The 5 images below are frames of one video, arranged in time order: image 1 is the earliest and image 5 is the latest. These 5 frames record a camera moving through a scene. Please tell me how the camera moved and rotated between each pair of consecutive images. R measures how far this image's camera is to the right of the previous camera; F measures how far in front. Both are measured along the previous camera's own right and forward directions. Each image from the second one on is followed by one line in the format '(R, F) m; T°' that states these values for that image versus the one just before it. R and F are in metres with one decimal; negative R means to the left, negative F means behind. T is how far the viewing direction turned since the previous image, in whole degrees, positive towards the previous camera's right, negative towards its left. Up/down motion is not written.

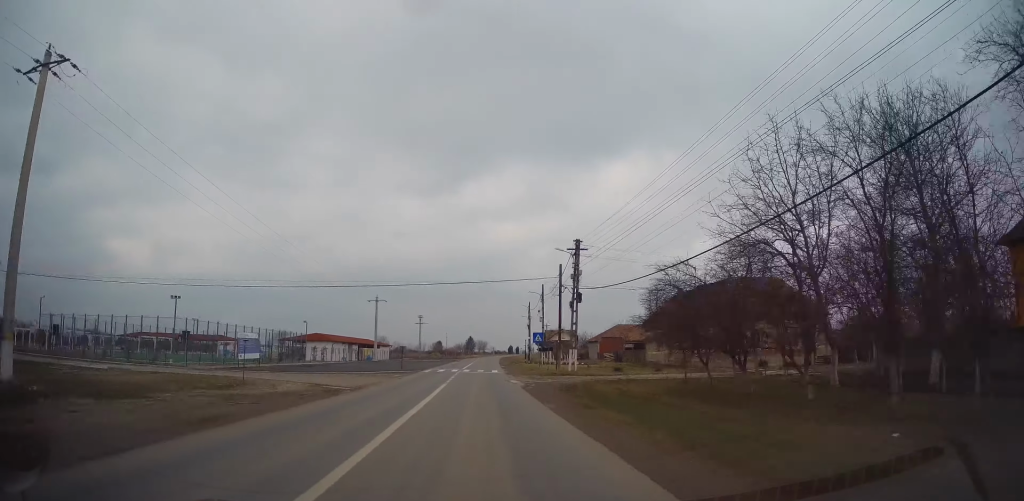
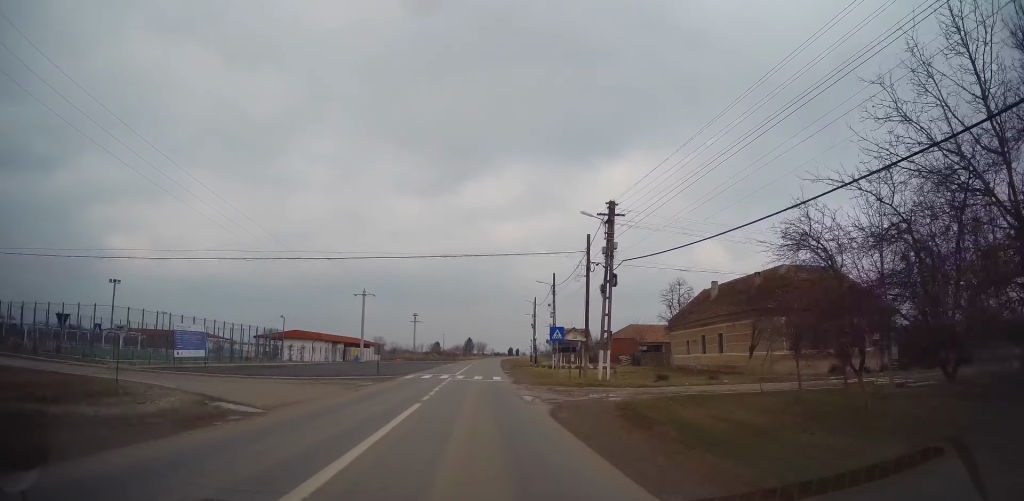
(0.0, +9.4) m; +2°
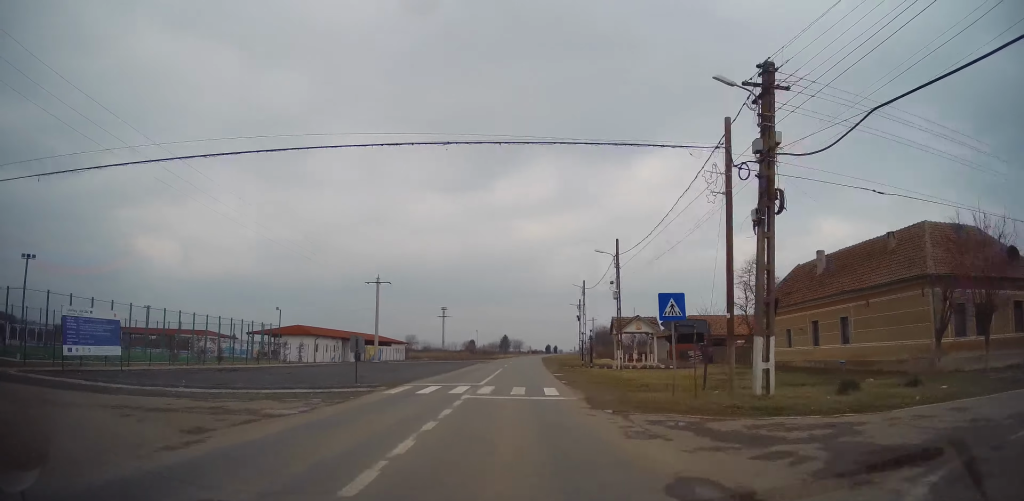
(0.0, +13.2) m; -9°
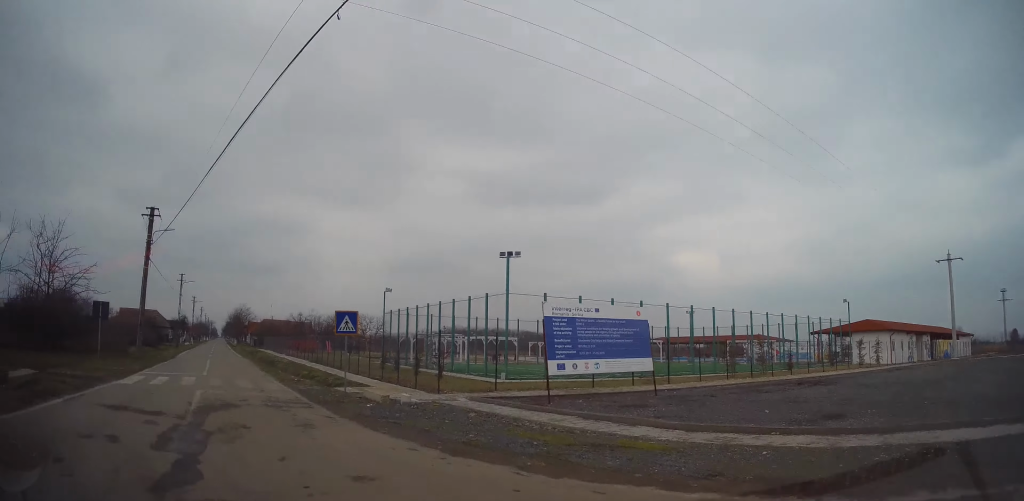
(-3.5, +10.4) m; -47°
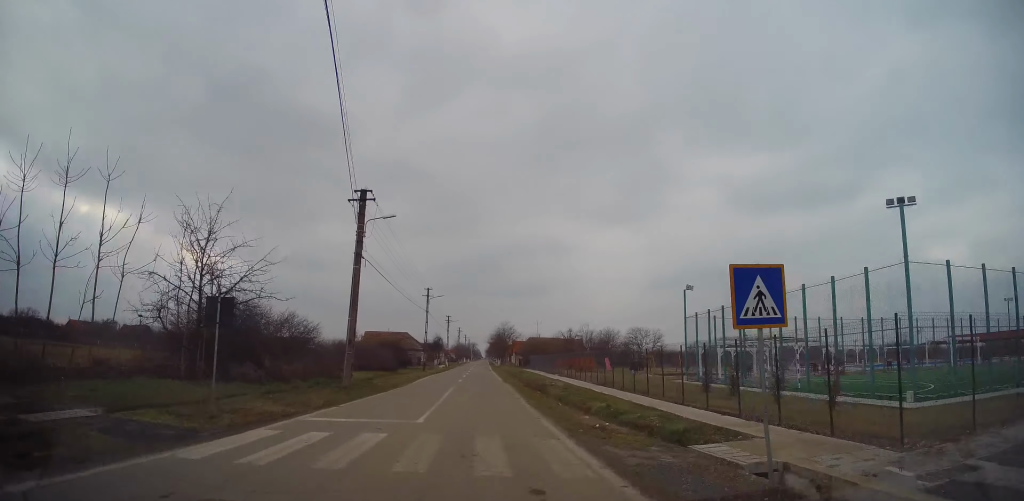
(-4.0, +8.6) m; -33°
